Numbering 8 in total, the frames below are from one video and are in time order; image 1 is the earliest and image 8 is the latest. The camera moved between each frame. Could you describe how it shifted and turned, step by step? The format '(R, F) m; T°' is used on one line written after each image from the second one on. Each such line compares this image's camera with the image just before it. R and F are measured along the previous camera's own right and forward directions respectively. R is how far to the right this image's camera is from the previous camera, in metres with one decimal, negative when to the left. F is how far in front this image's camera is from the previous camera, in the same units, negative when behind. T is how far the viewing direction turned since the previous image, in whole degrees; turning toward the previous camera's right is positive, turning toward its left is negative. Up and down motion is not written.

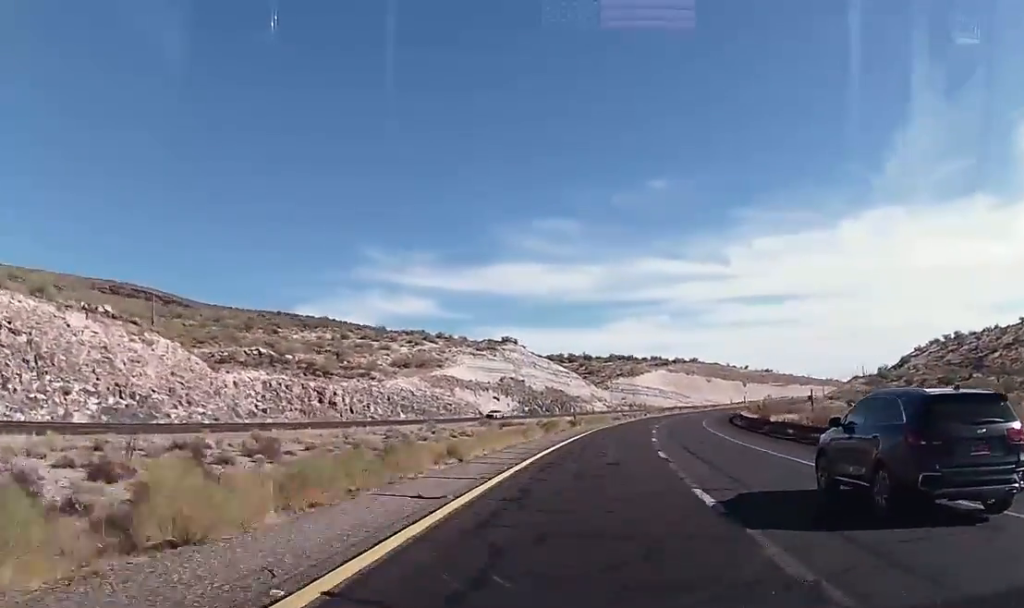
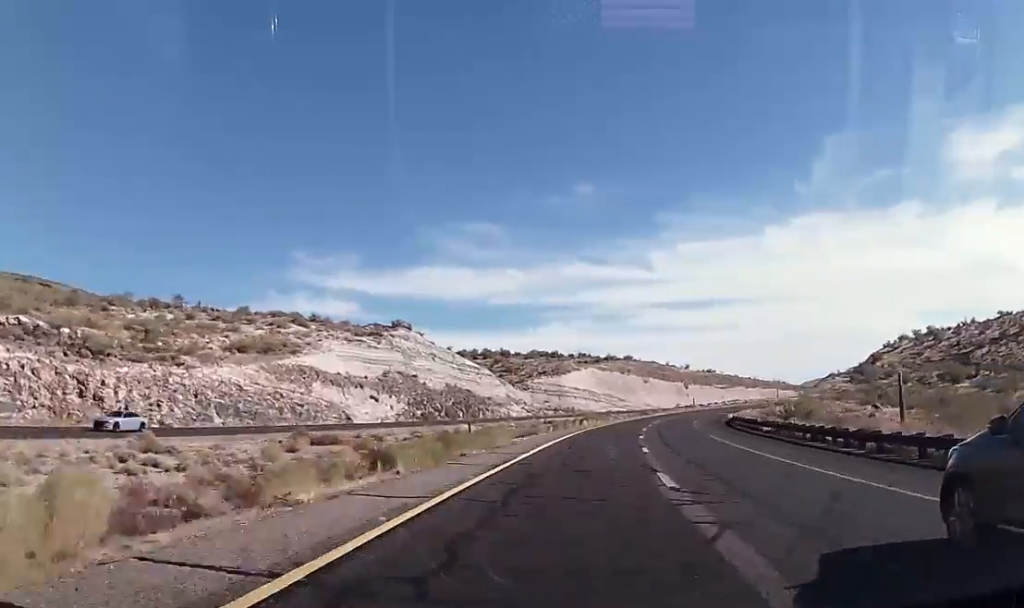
(+1.6, +44.7) m; +5°
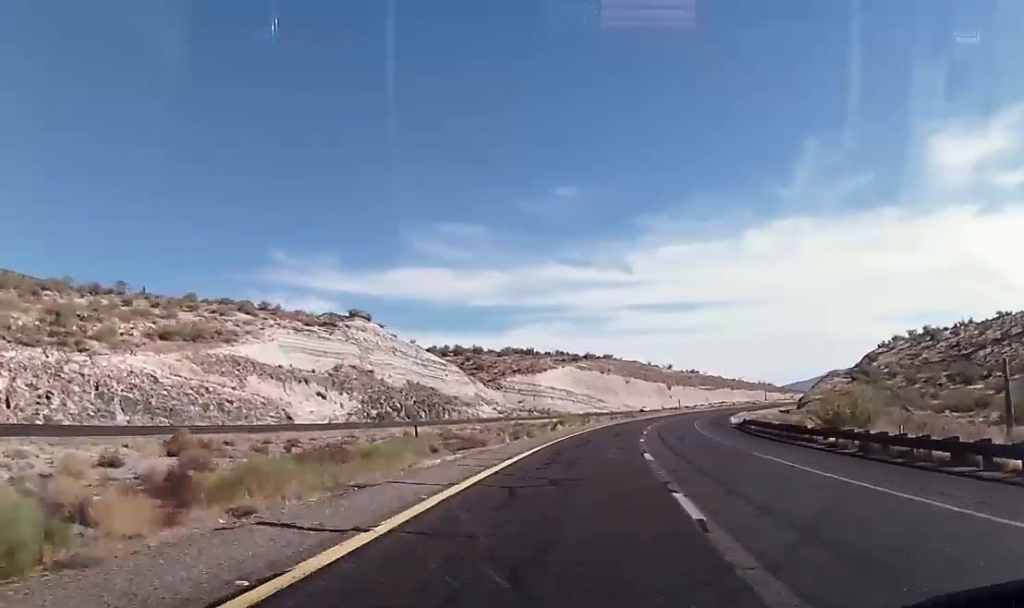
(+0.2, +15.6) m; +2°
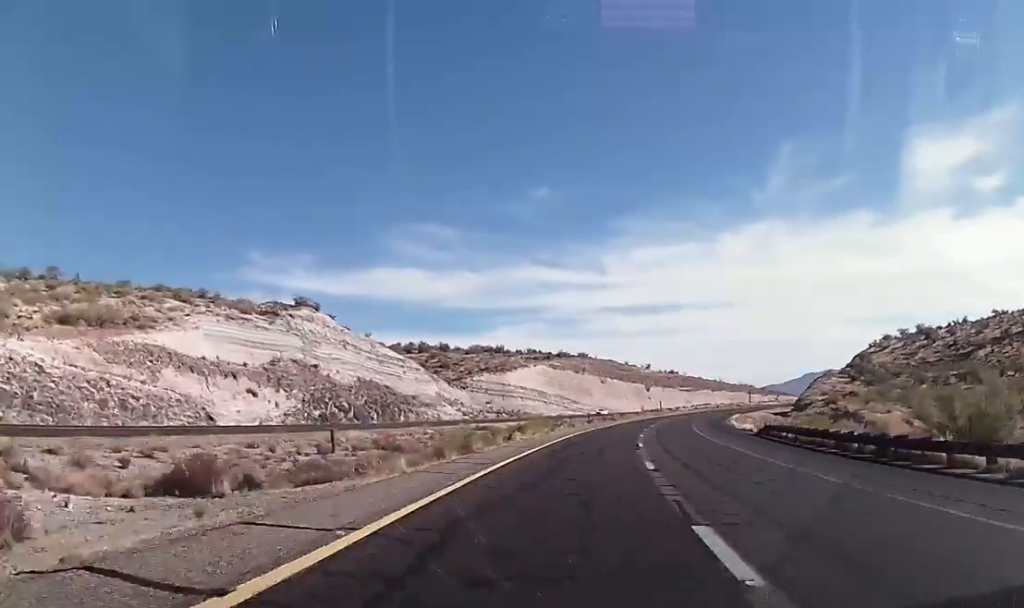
(+0.3, +15.6) m; +2°
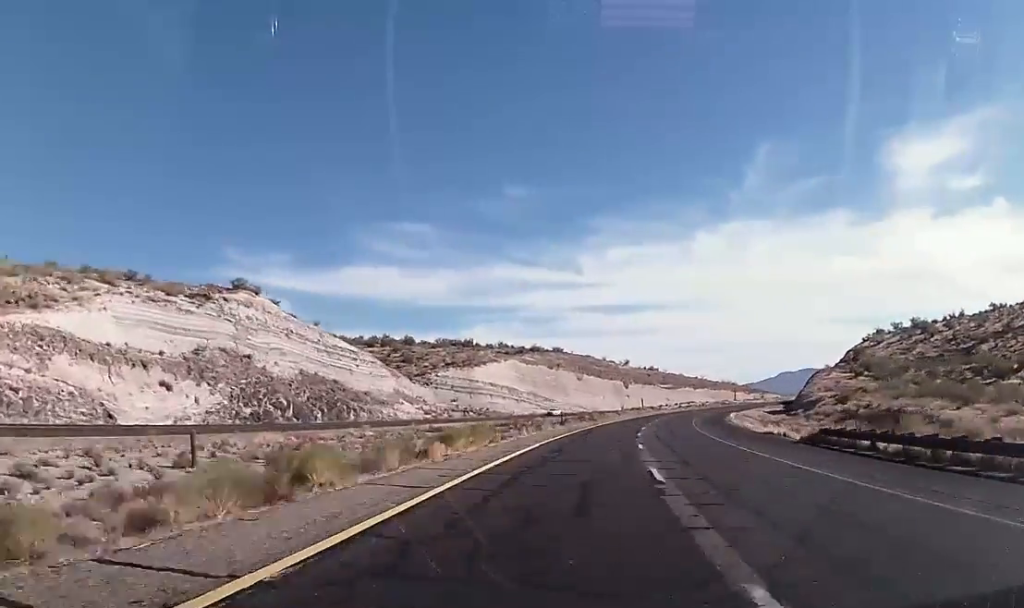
(+0.1, +15.6) m; +2°
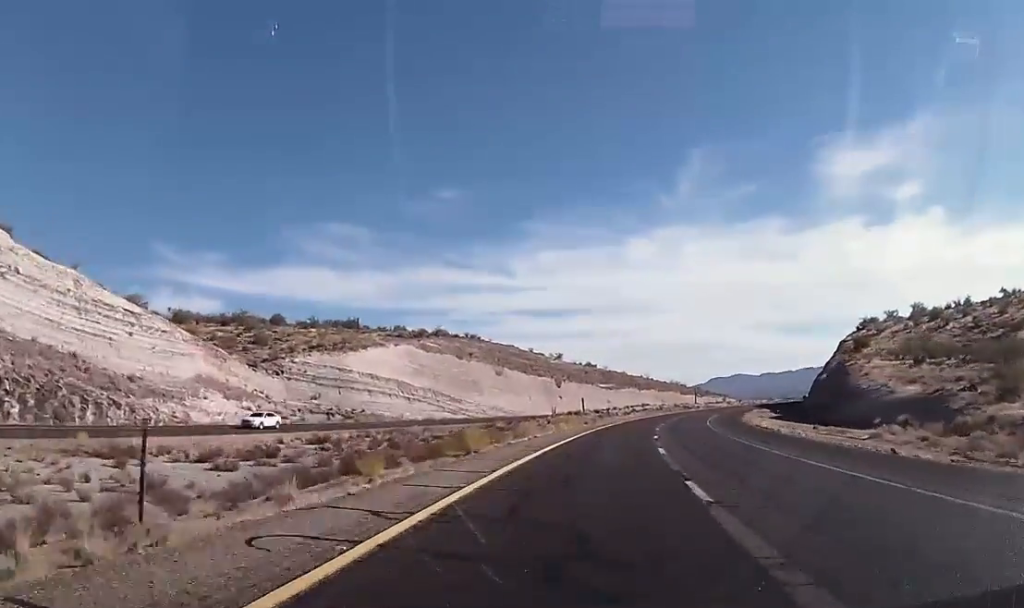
(+2.6, +51.6) m; +6°
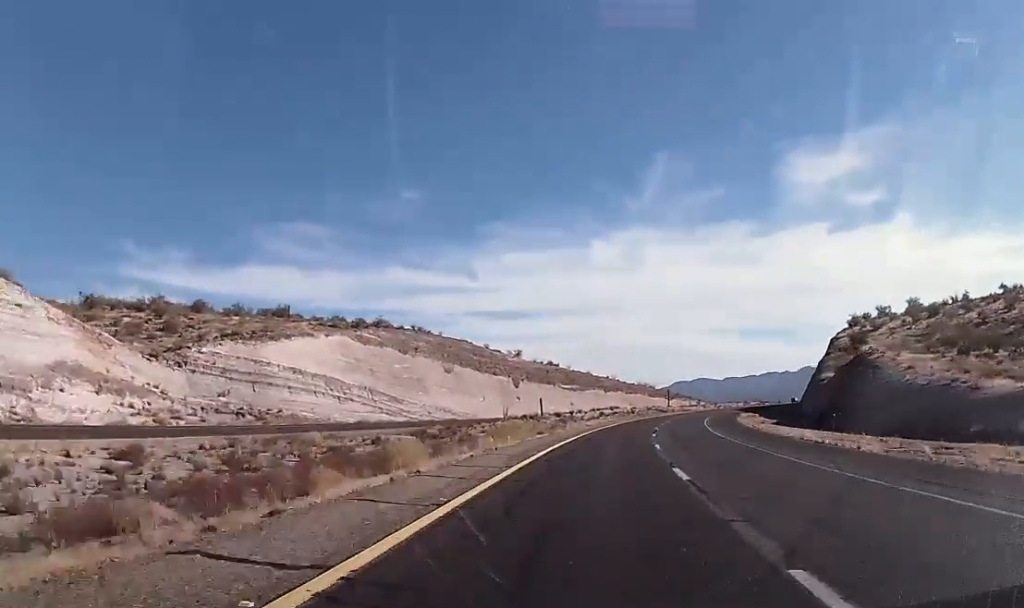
(+0.1, +20.3) m; +3°
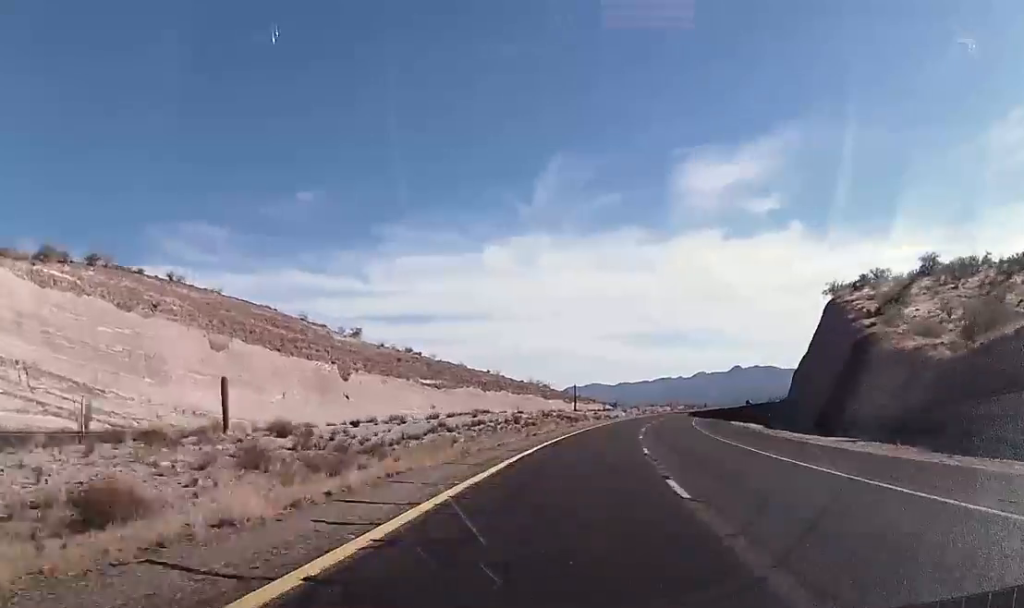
(+5.1, +63.9) m; +8°
